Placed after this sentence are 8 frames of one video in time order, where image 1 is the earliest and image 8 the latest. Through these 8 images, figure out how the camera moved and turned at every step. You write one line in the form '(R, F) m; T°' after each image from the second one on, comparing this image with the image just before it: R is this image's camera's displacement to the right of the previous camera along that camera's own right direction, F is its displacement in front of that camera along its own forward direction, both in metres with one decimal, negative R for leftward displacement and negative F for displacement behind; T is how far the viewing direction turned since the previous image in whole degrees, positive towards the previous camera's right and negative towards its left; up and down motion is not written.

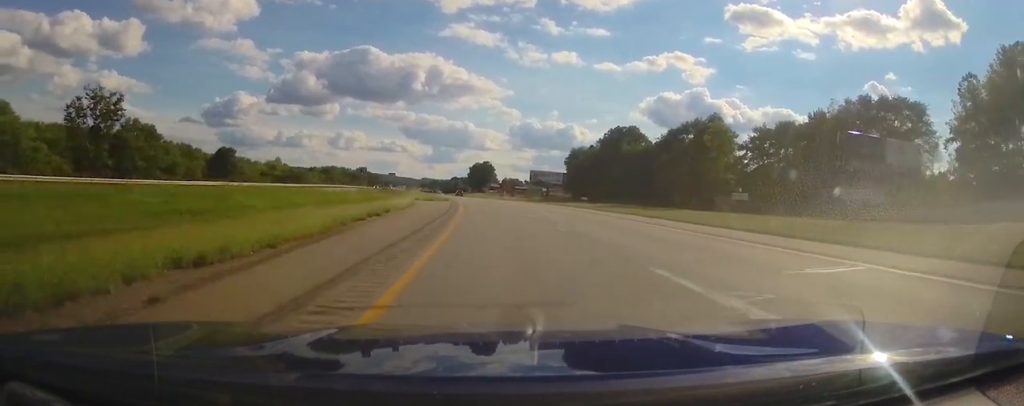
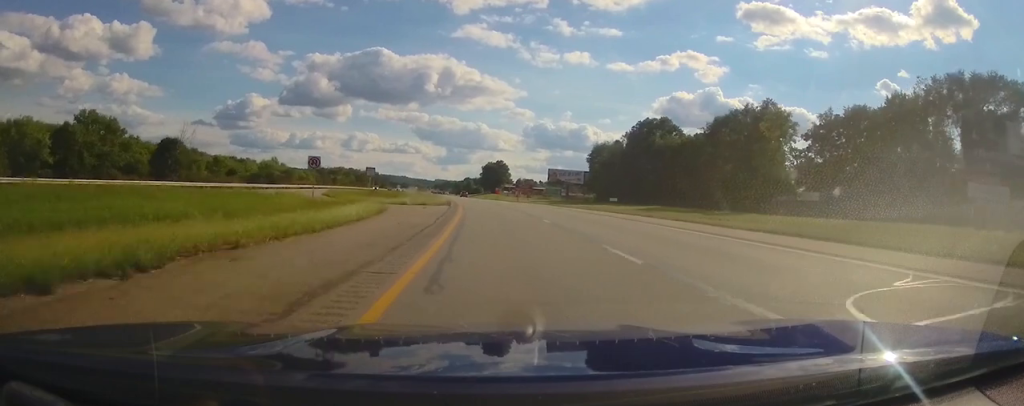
(-0.2, +20.2) m; -1°
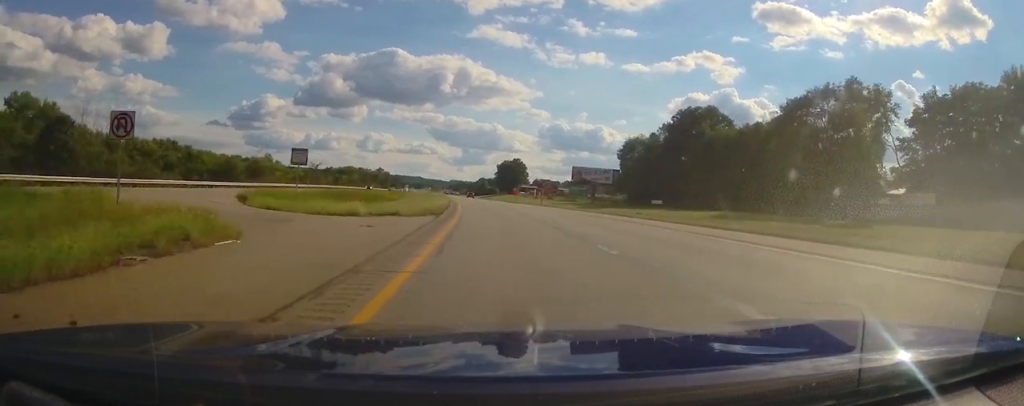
(-0.4, +23.4) m; -2°
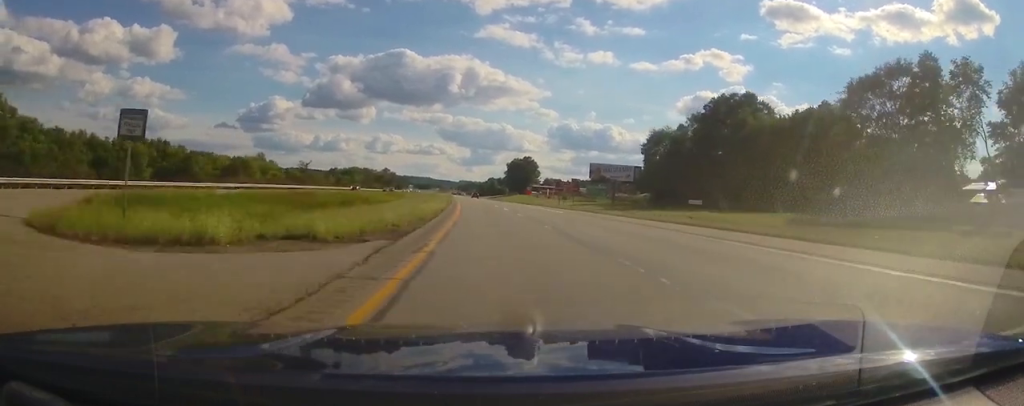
(-0.2, +16.0) m; 0°
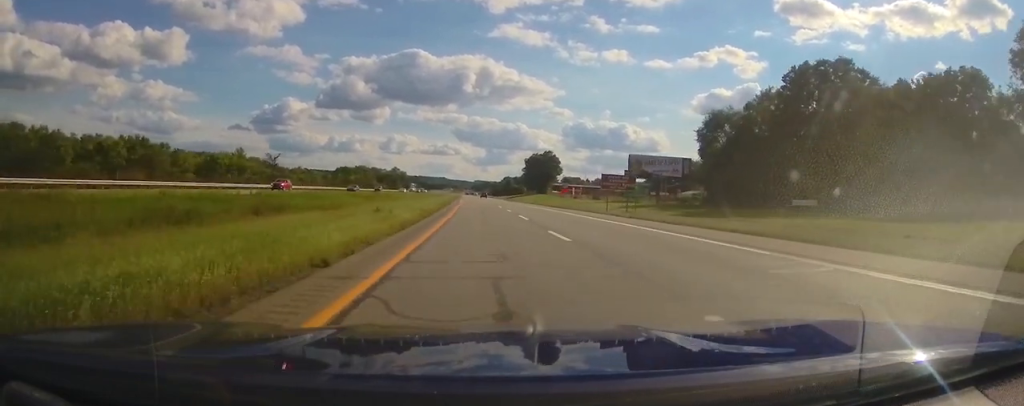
(-0.2, +30.0) m; -1°
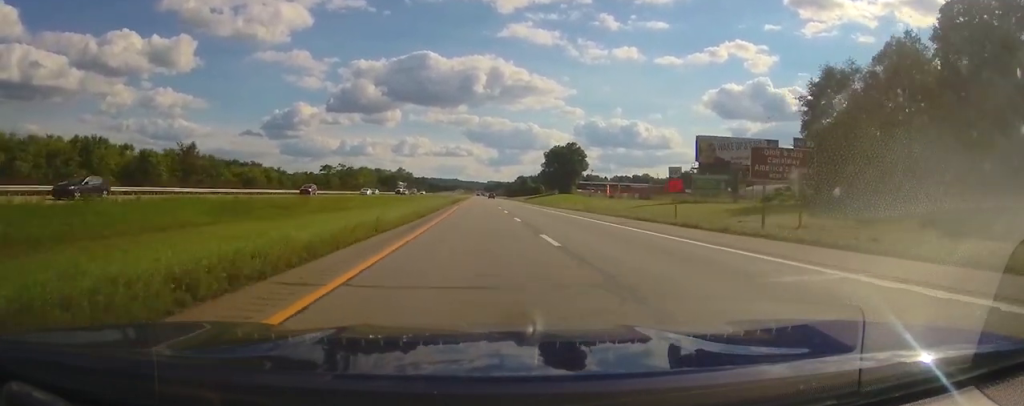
(-0.7, +37.5) m; -1°
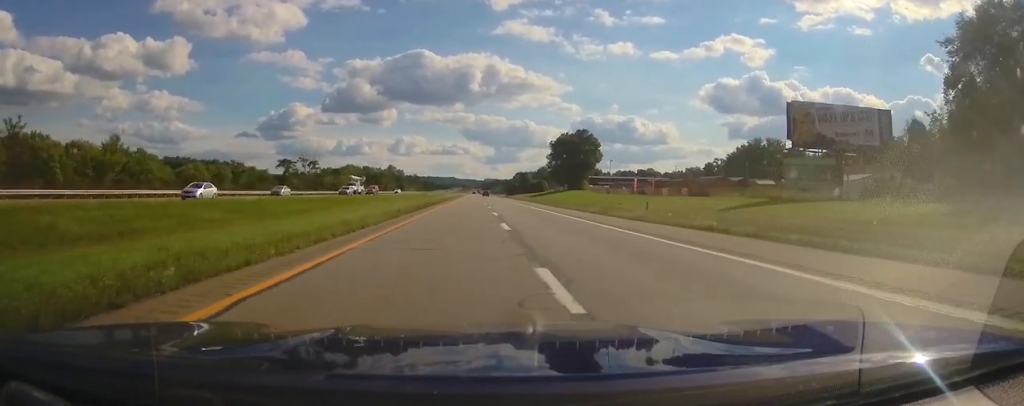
(0.0, +32.1) m; 0°
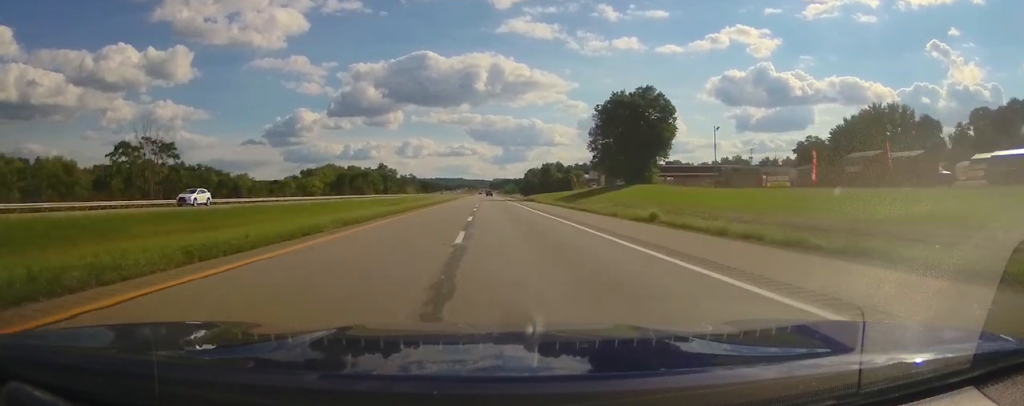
(-0.6, +67.2) m; 0°
